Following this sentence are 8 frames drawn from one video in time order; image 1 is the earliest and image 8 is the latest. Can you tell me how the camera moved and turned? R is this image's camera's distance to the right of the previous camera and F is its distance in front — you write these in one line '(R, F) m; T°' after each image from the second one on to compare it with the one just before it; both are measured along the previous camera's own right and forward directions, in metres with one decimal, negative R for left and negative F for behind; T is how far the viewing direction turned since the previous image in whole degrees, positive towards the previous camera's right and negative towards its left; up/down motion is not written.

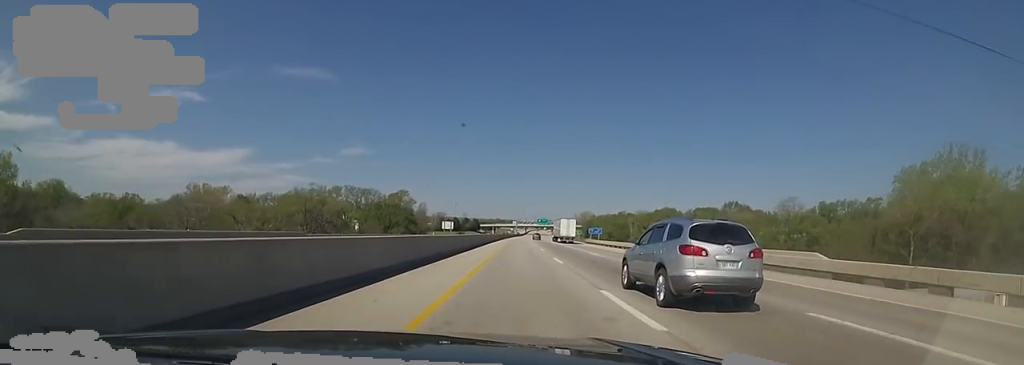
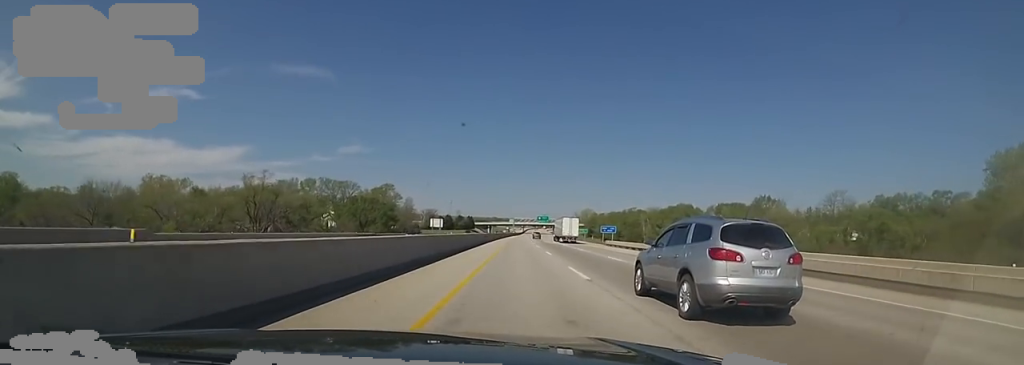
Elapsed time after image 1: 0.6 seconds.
(+0.7, +22.8) m; 0°
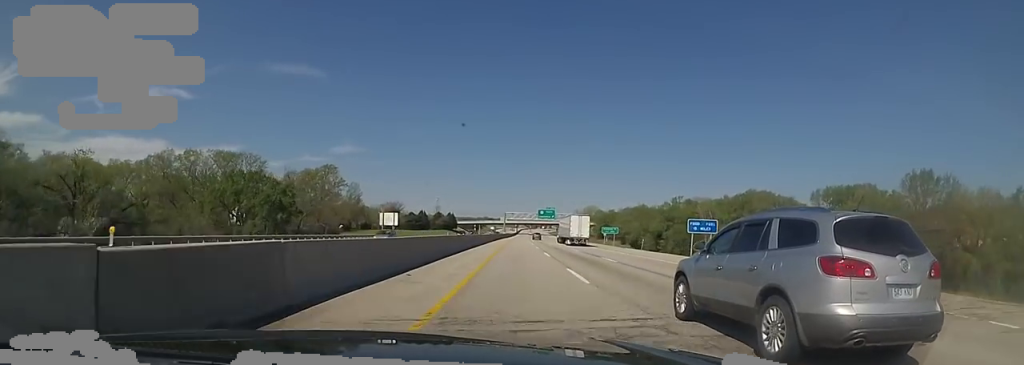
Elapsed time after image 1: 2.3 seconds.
(-0.1, +61.2) m; +1°
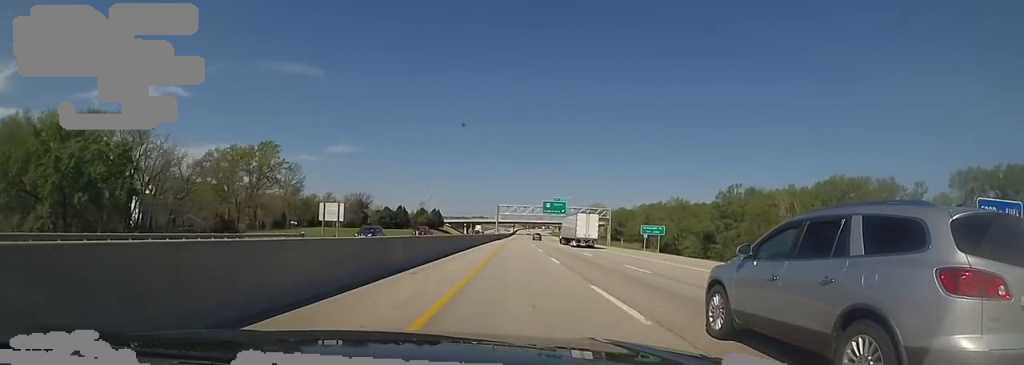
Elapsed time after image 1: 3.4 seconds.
(+0.6, +37.2) m; 0°
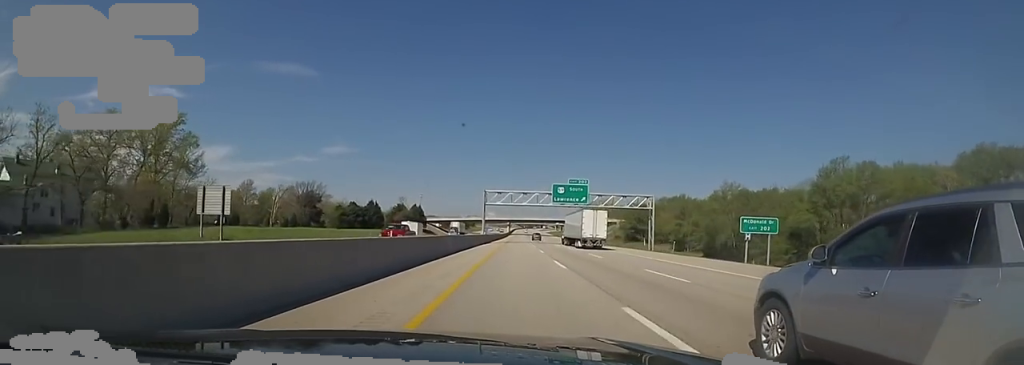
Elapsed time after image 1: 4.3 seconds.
(-0.7, +34.8) m; -1°
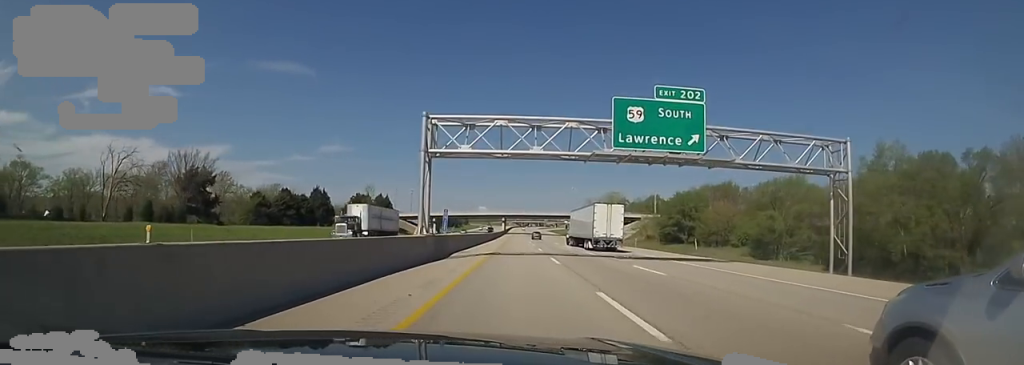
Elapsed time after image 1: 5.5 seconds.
(+0.5, +43.3) m; +2°
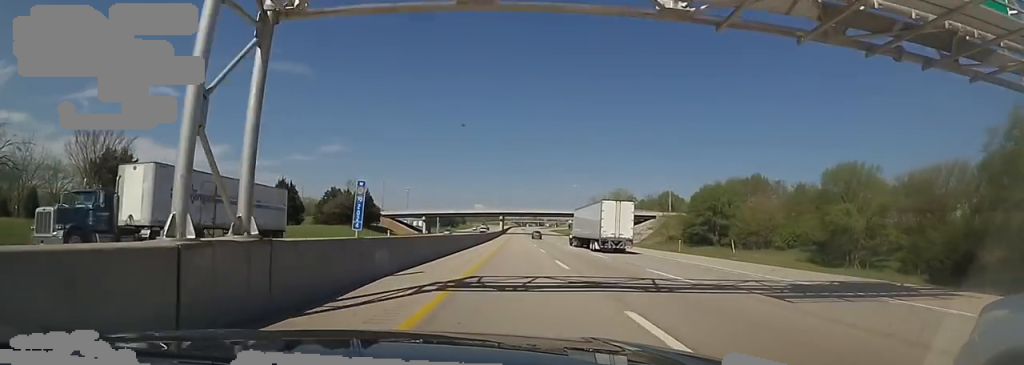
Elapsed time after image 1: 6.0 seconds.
(+0.2, +18.0) m; +1°
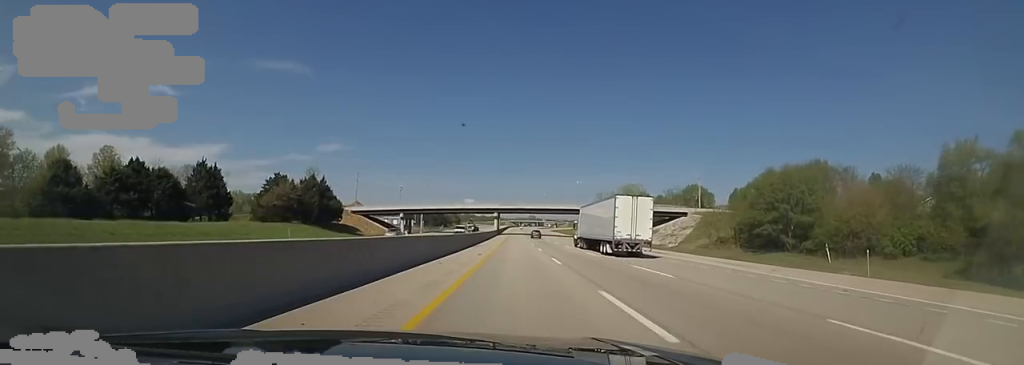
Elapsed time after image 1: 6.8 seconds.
(0.0, +27.6) m; 0°
